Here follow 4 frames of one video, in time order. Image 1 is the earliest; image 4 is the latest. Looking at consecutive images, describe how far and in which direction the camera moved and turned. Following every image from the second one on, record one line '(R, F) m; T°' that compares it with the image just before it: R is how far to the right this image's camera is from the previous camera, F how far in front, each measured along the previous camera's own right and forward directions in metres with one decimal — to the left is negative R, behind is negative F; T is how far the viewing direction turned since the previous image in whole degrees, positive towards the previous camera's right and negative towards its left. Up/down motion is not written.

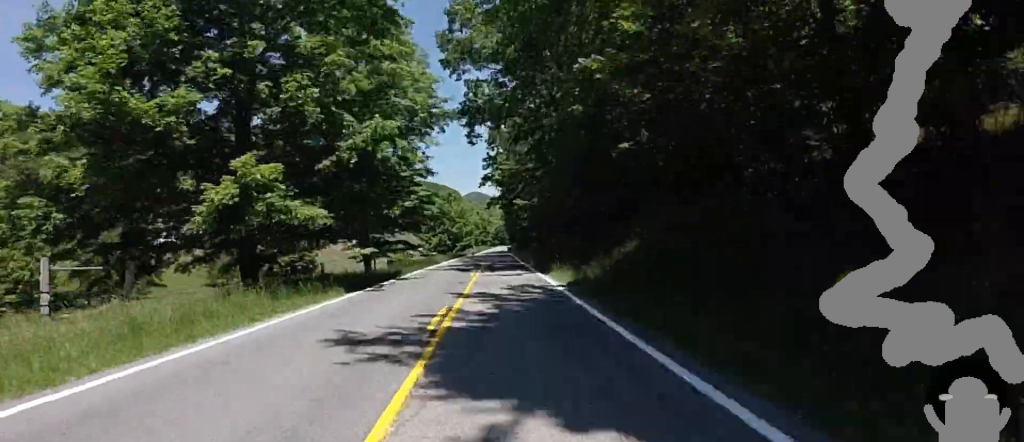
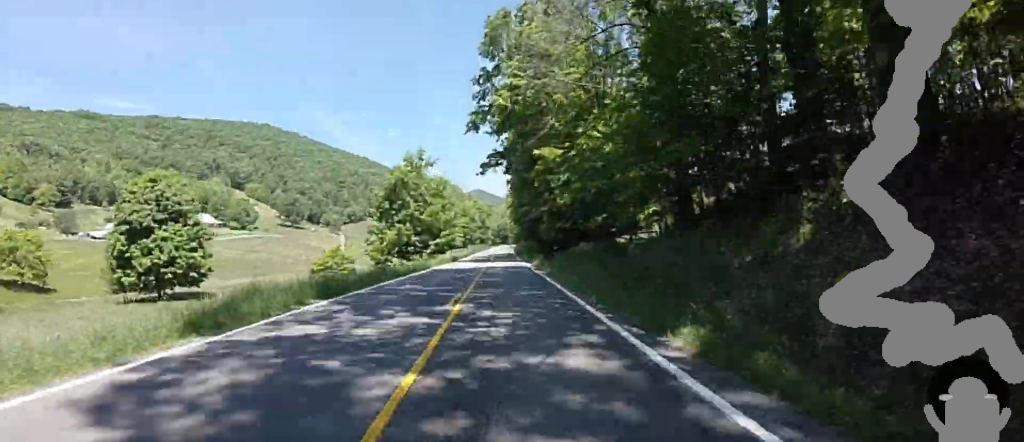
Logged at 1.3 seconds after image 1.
(-0.2, +37.7) m; 0°
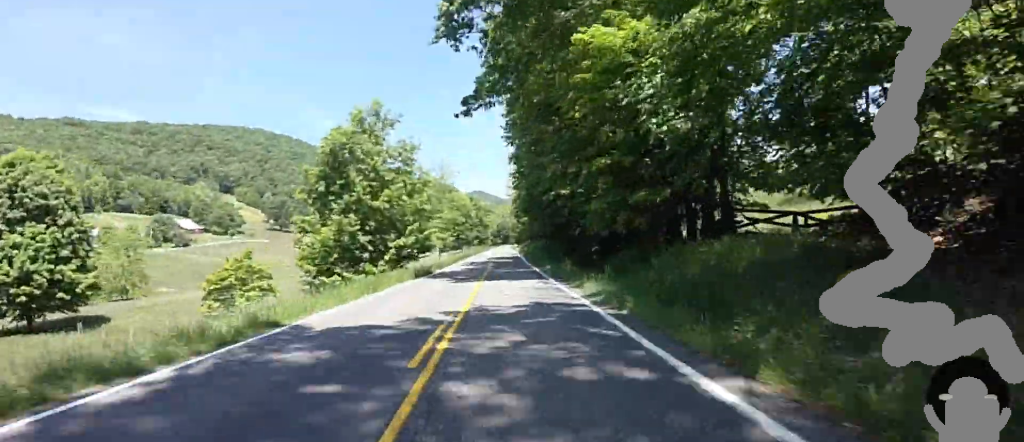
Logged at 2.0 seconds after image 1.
(-0.4, +18.9) m; +1°
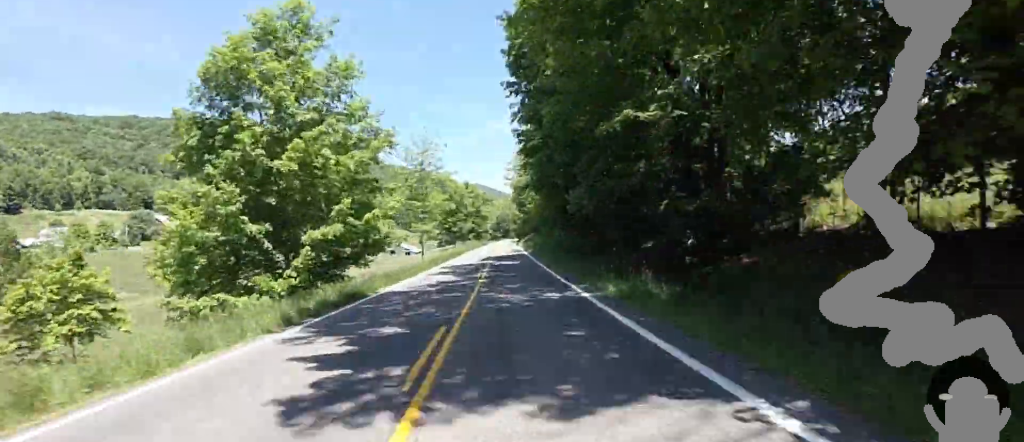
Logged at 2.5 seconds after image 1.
(+0.5, +14.1) m; +1°
